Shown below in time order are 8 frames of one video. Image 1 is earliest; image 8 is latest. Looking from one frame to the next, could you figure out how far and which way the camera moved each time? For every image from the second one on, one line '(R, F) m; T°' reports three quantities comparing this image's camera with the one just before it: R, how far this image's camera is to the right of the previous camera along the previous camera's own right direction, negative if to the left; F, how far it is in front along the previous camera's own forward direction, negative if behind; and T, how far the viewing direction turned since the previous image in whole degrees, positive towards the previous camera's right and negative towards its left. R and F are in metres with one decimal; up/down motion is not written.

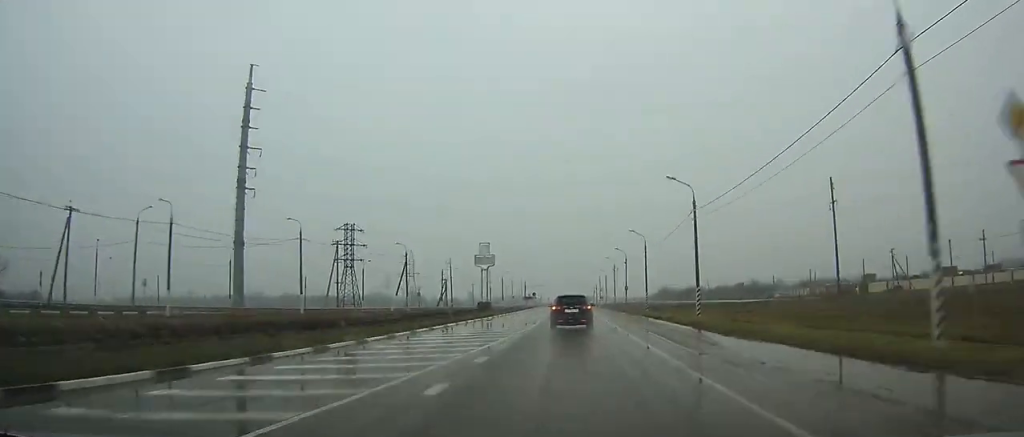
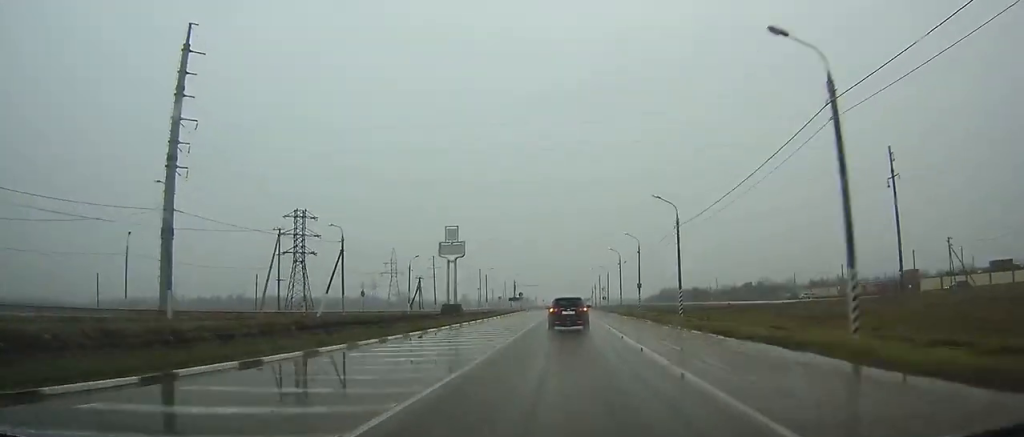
(0.0, +21.2) m; 0°
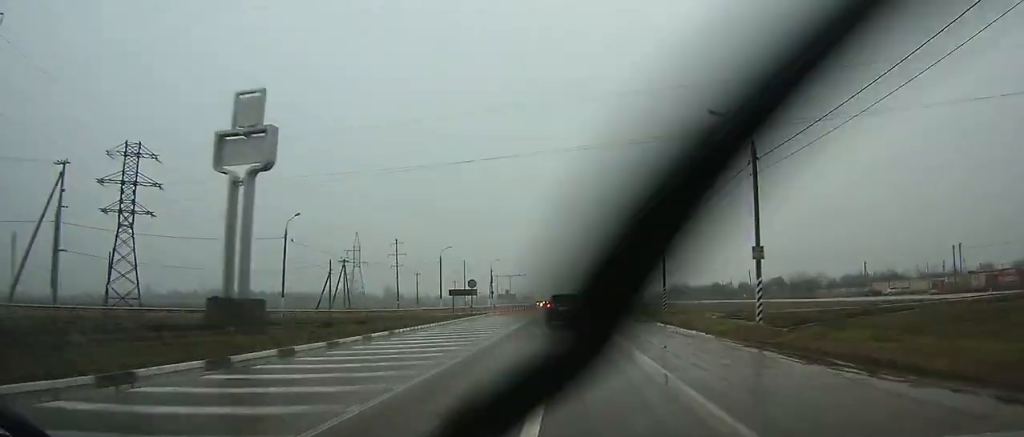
(+0.2, +42.6) m; 0°
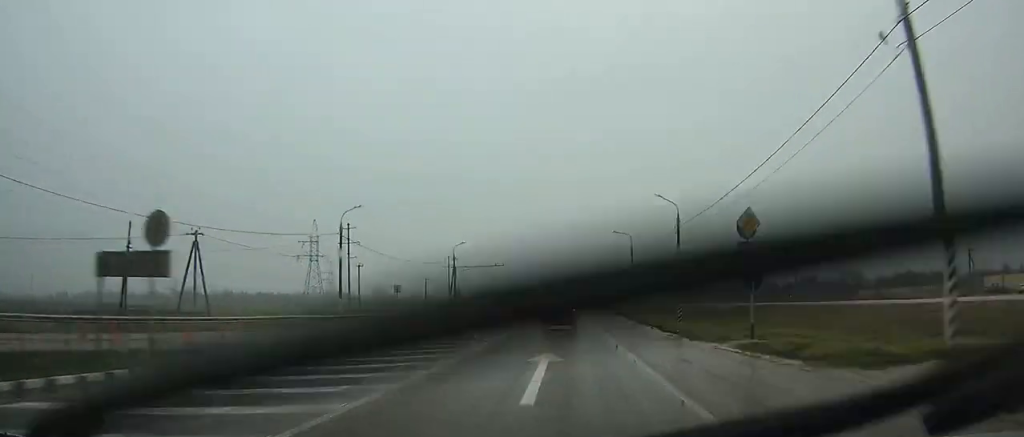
(-0.2, +37.3) m; 0°
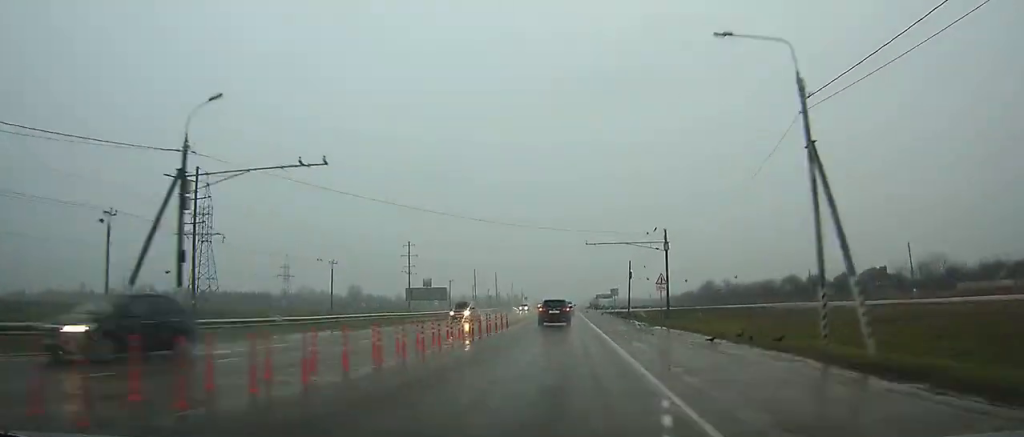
(-0.2, +54.2) m; -1°
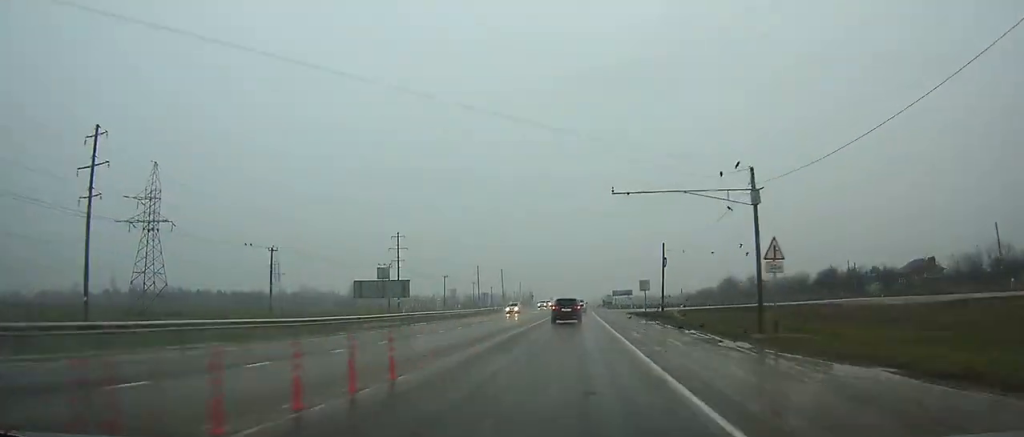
(-0.2, +21.0) m; 0°
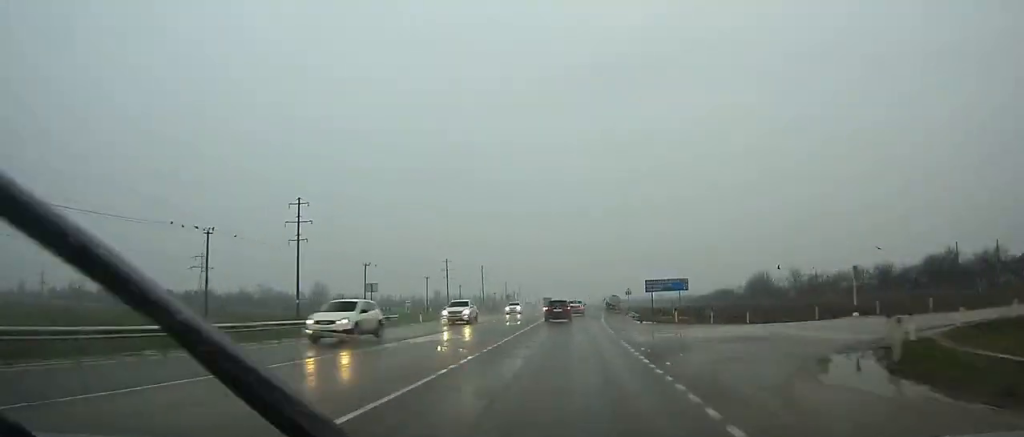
(+0.2, +51.8) m; +1°
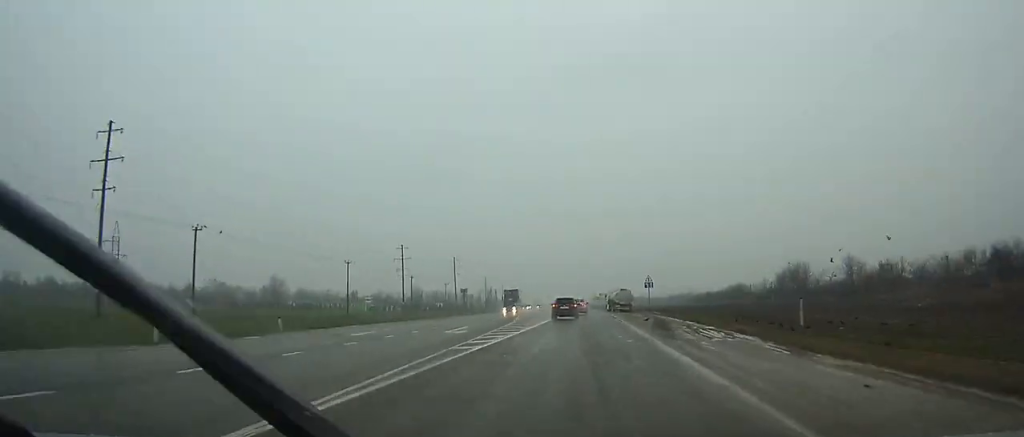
(+0.4, +43.5) m; +1°
